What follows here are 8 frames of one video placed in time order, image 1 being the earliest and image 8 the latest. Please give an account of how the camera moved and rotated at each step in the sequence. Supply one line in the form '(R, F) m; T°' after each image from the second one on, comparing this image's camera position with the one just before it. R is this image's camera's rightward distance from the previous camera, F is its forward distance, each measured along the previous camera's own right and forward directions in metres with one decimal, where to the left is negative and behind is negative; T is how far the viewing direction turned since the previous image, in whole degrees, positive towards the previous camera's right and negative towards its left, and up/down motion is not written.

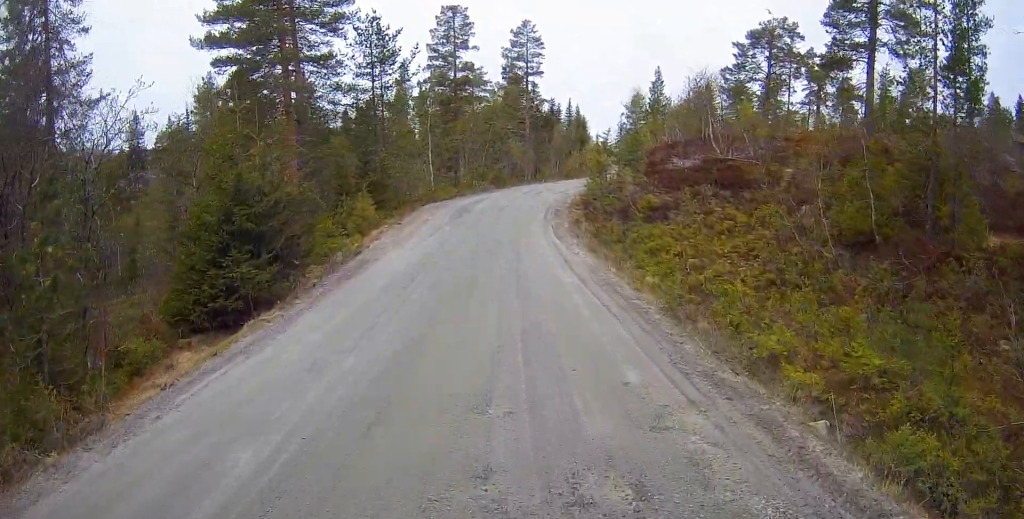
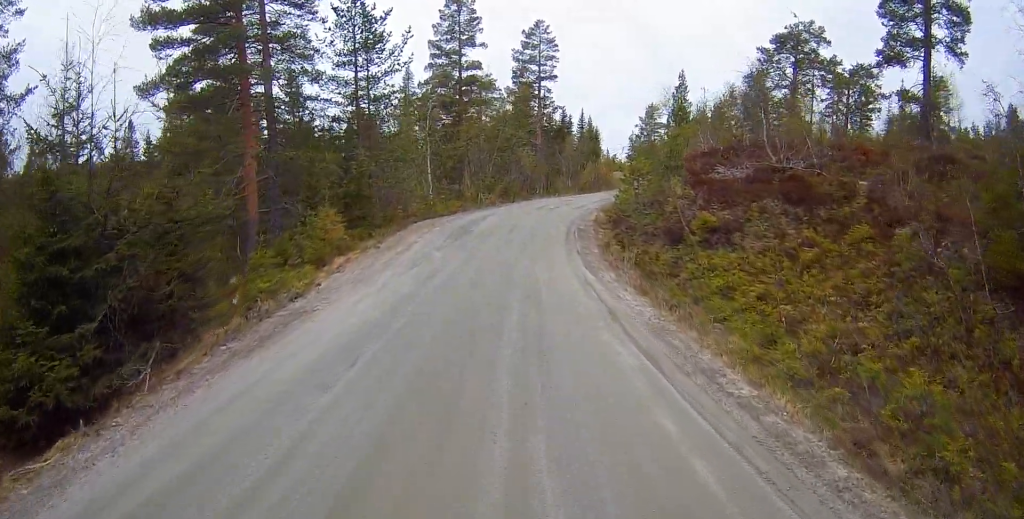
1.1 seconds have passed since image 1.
(-0.4, +6.0) m; +2°
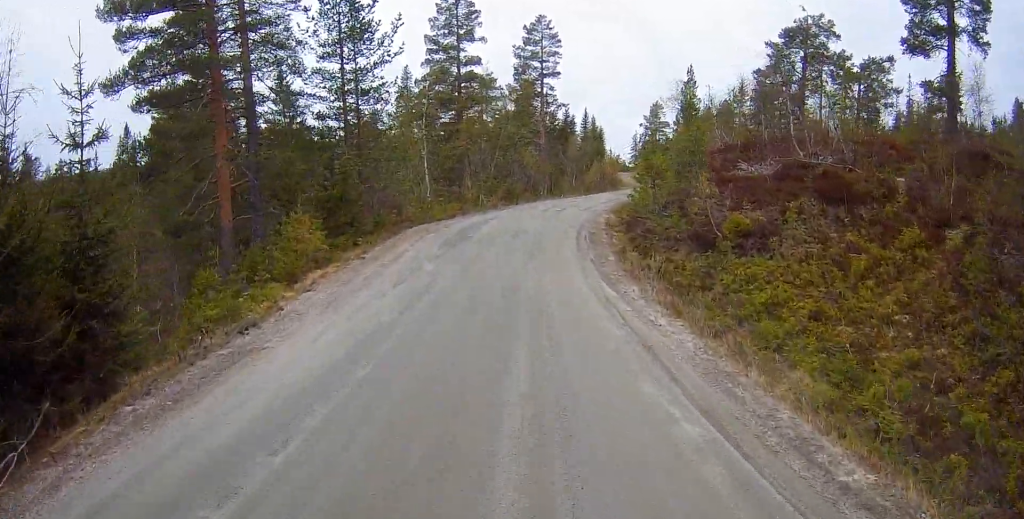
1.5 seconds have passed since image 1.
(+0.3, +2.5) m; +2°
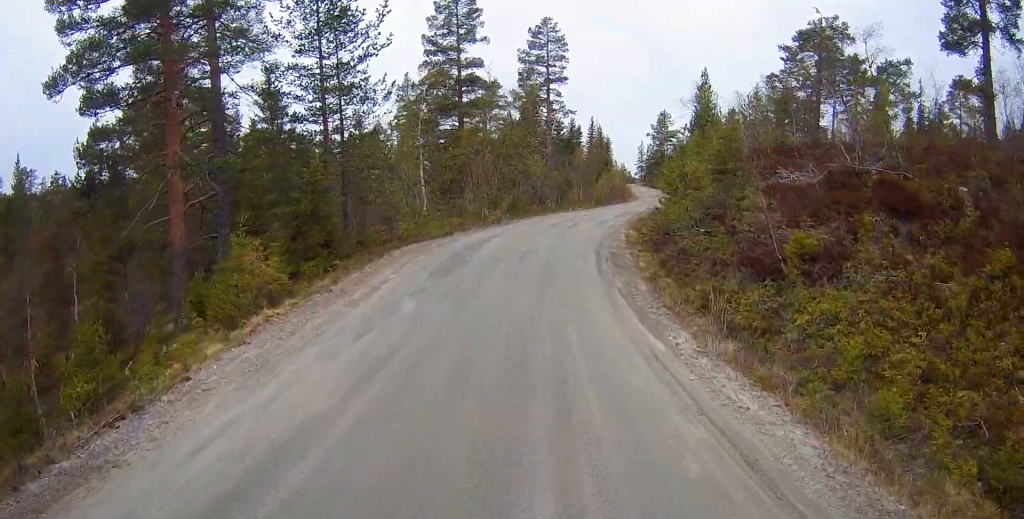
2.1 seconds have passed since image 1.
(+0.2, +3.5) m; +2°
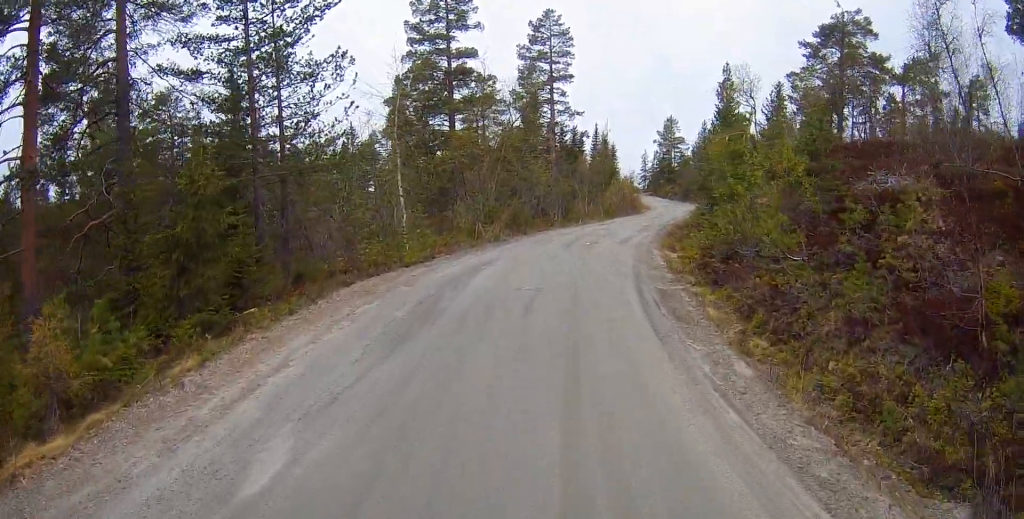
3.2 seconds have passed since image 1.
(-0.2, +5.9) m; -4°
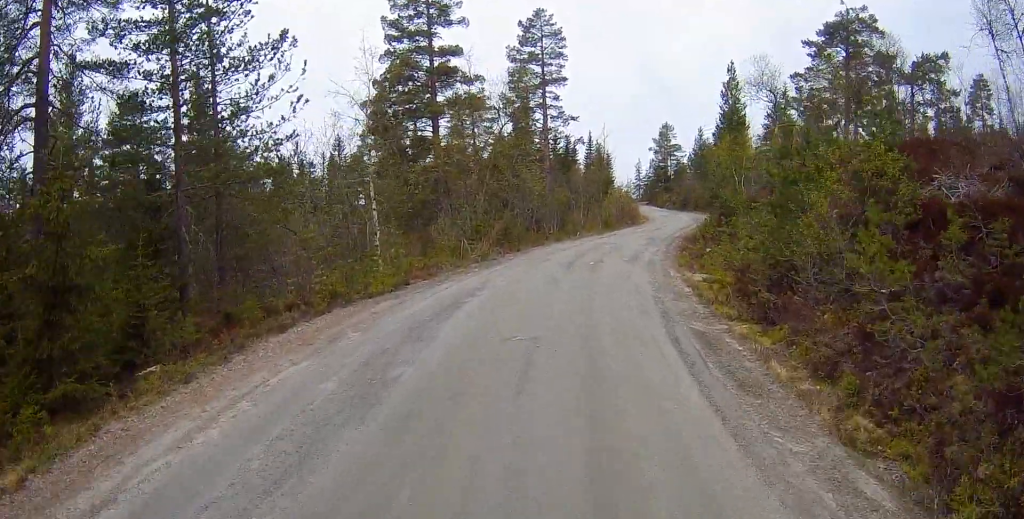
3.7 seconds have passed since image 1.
(-0.2, +3.2) m; -1°
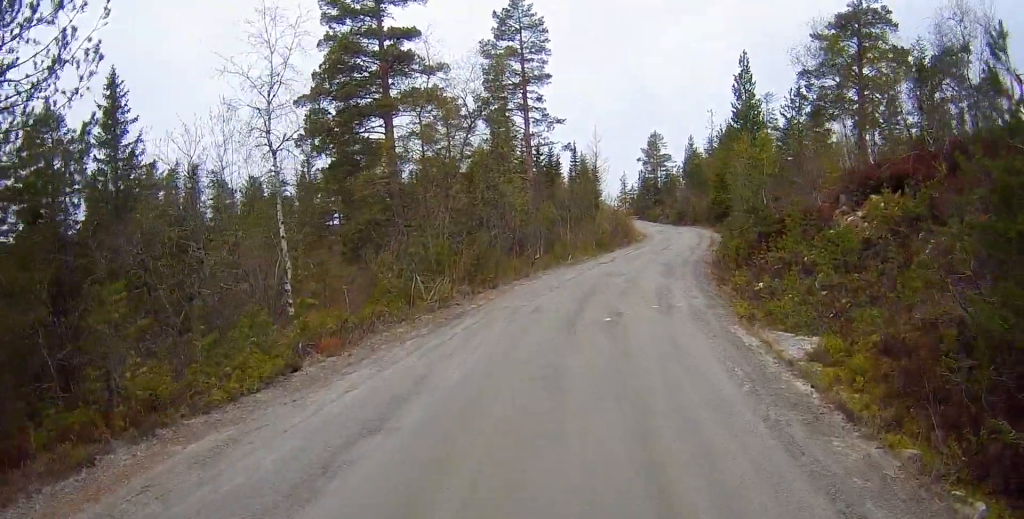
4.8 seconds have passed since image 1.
(+0.1, +6.7) m; +6°
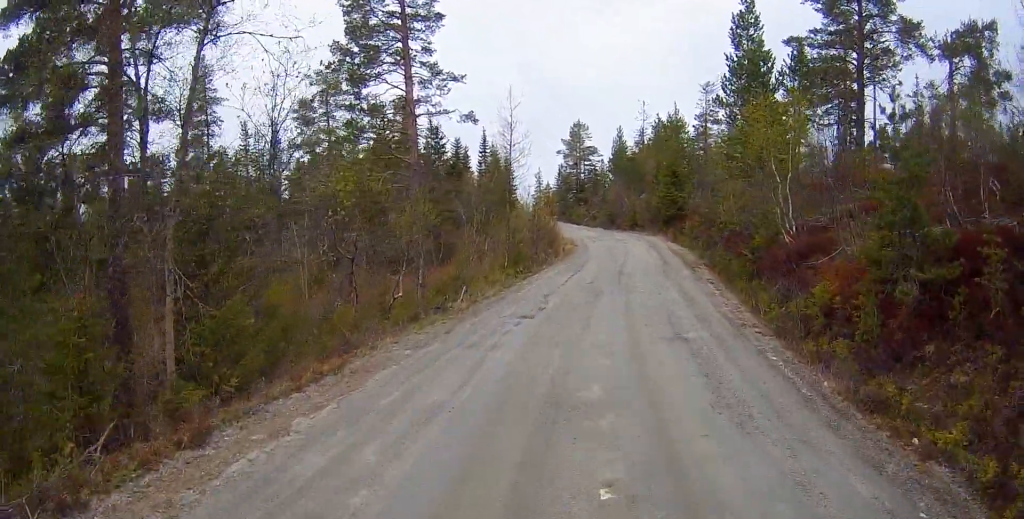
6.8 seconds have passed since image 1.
(+1.0, +13.6) m; +9°
